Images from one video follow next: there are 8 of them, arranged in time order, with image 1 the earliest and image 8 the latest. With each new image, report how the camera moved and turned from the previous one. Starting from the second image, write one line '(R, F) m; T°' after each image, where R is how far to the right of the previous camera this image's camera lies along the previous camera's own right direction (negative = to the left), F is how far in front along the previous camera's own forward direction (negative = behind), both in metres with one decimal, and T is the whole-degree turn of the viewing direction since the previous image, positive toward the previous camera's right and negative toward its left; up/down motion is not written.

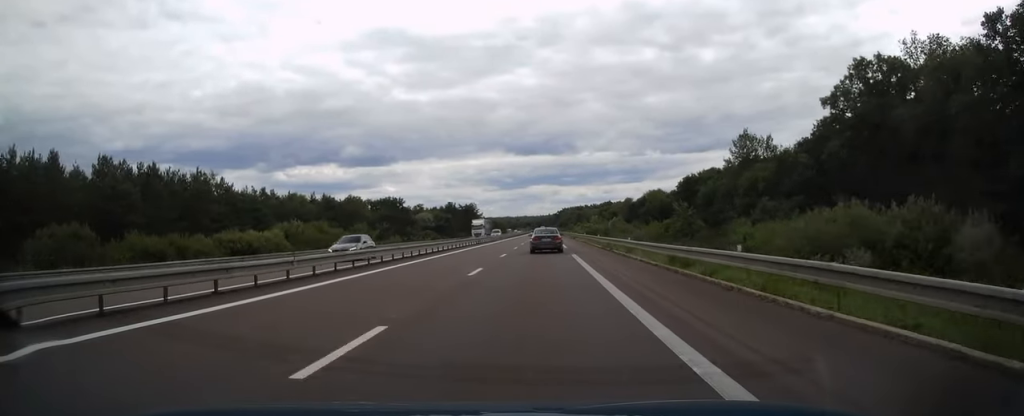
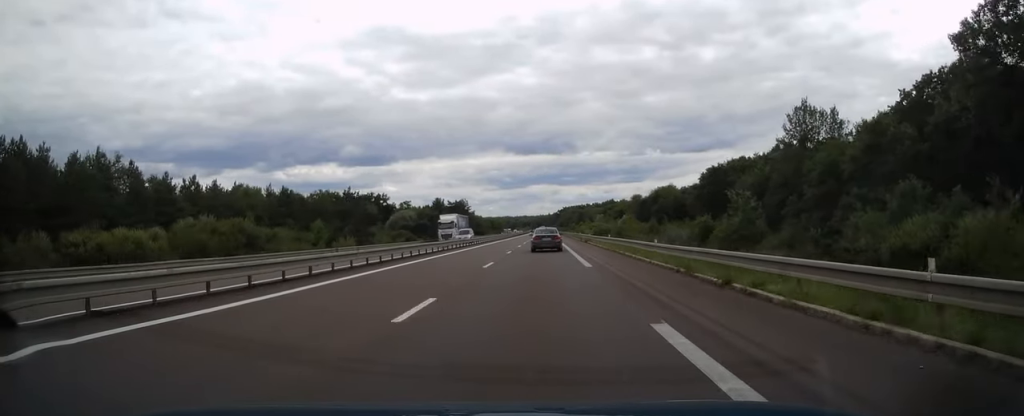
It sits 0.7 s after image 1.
(0.0, +22.6) m; 0°
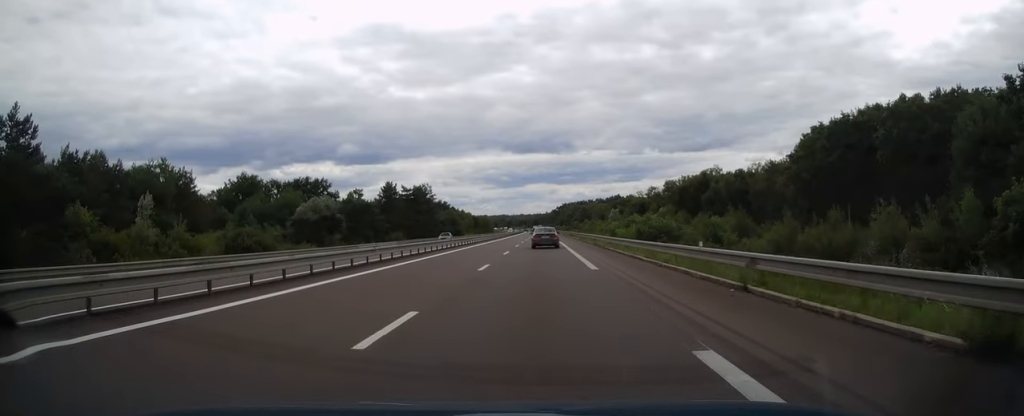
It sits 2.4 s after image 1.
(-0.1, +54.5) m; 0°
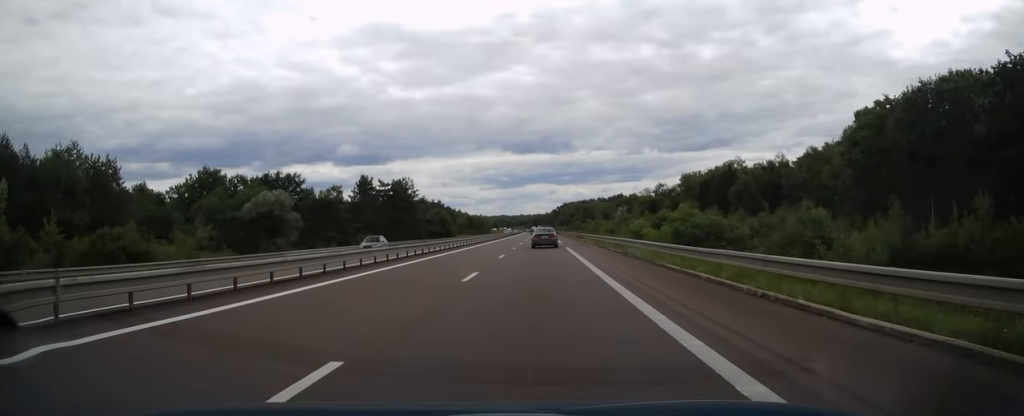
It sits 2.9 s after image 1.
(0.0, +16.9) m; 0°
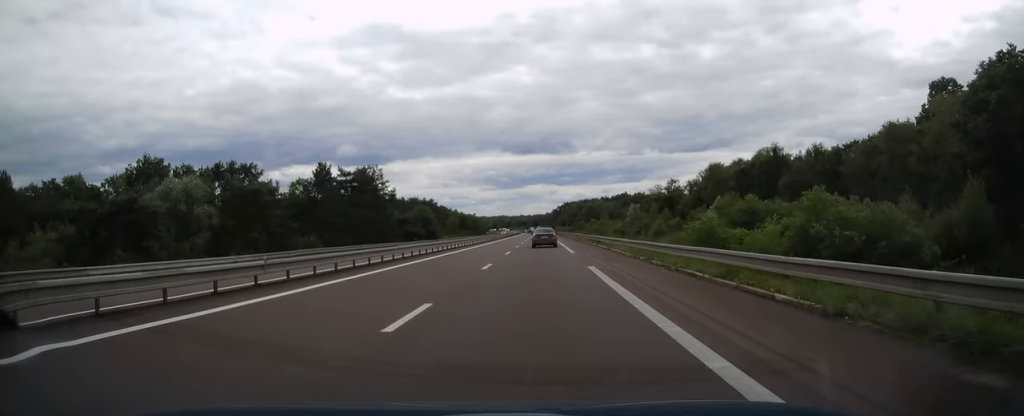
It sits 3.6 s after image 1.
(0.0, +21.1) m; 0°
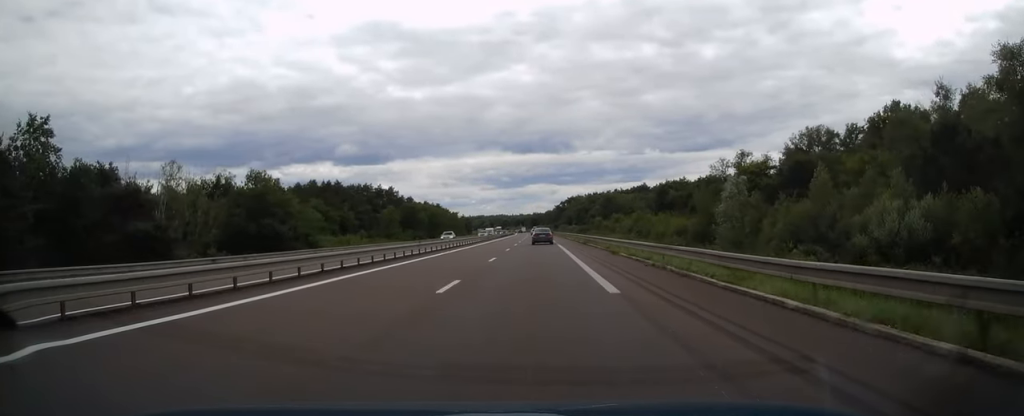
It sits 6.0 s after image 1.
(+0.1, +73.5) m; 0°
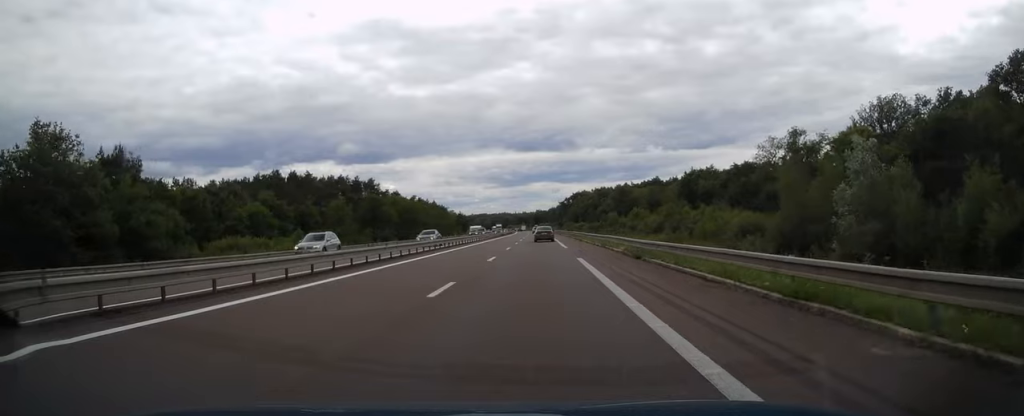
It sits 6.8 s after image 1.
(0.0, +27.2) m; 0°
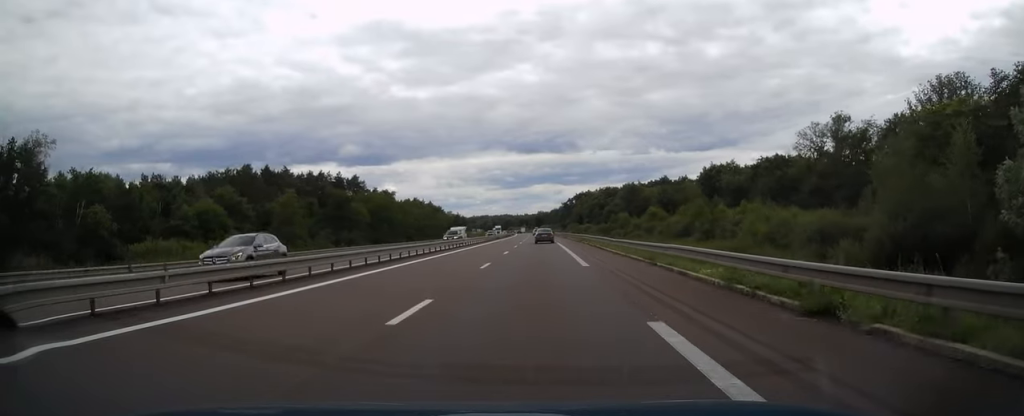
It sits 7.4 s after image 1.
(0.0, +16.3) m; 0°
